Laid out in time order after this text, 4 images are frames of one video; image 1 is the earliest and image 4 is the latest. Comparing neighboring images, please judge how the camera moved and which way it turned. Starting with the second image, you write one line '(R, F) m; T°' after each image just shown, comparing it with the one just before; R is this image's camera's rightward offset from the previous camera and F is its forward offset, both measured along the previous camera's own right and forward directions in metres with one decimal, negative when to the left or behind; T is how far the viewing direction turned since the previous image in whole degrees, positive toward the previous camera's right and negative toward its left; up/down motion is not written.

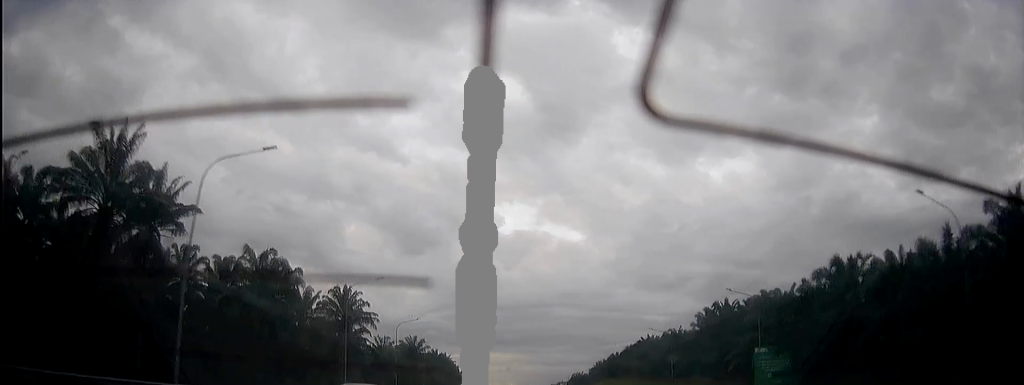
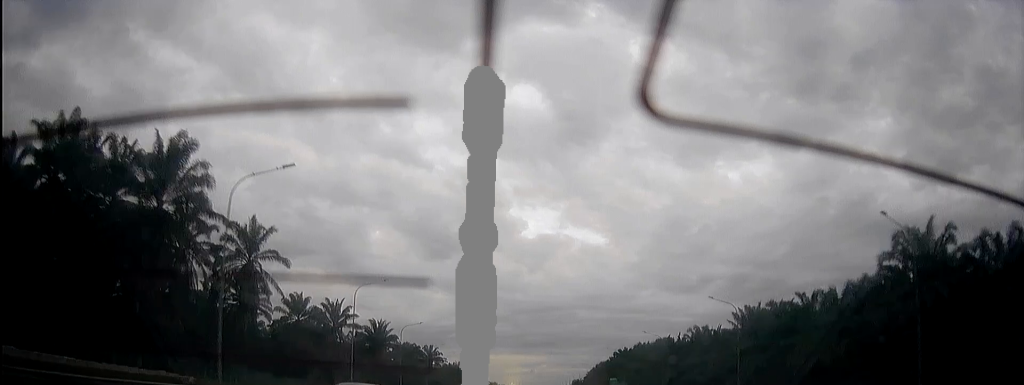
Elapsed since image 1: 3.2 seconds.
(+2.2, +96.0) m; +3°
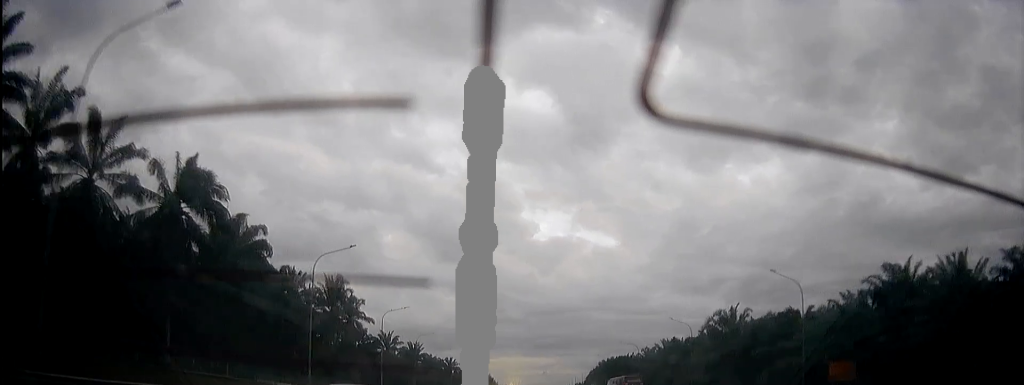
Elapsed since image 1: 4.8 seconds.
(+0.6, +46.3) m; +1°
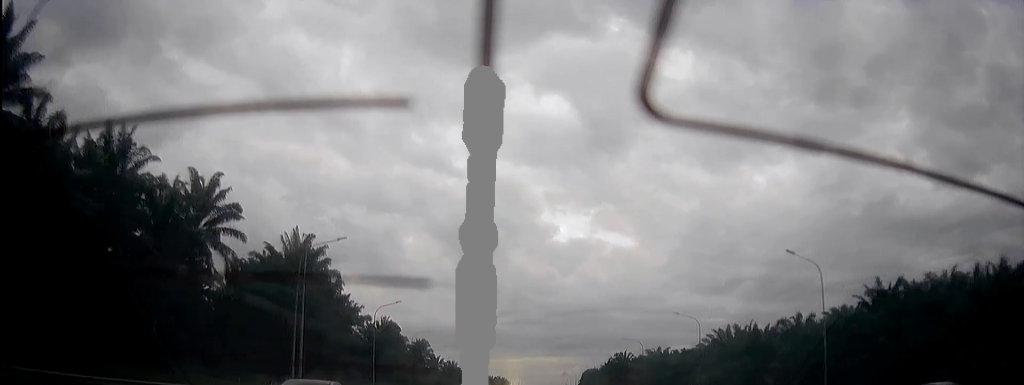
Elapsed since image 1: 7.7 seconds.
(+1.7, +86.6) m; +2°
